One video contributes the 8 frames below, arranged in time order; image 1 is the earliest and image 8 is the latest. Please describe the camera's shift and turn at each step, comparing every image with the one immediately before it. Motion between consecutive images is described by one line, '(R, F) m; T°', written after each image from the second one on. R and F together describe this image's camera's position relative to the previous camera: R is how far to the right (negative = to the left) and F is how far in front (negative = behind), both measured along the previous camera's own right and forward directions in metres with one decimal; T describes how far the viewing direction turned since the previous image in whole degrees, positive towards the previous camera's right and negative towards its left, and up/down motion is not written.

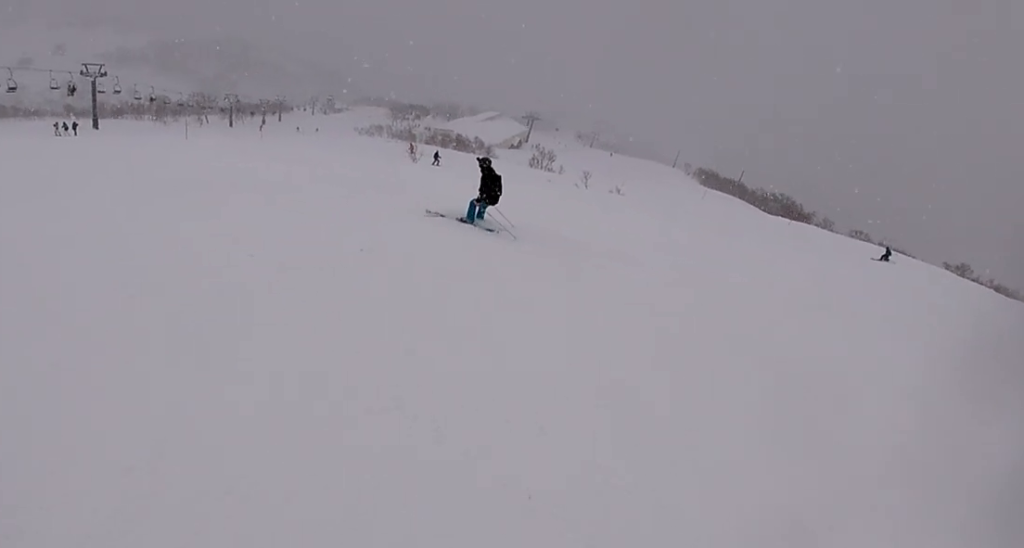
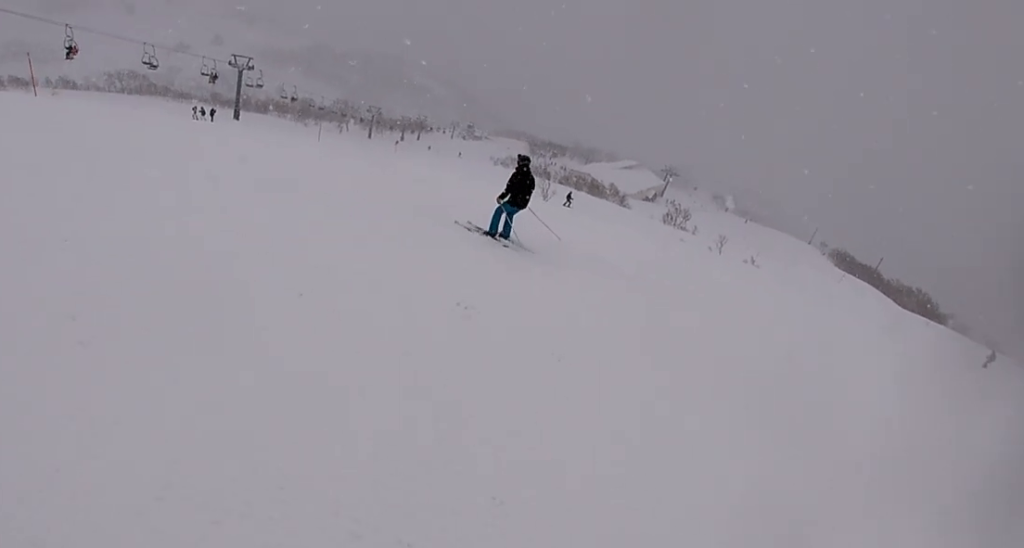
(-0.4, +2.1) m; -9°
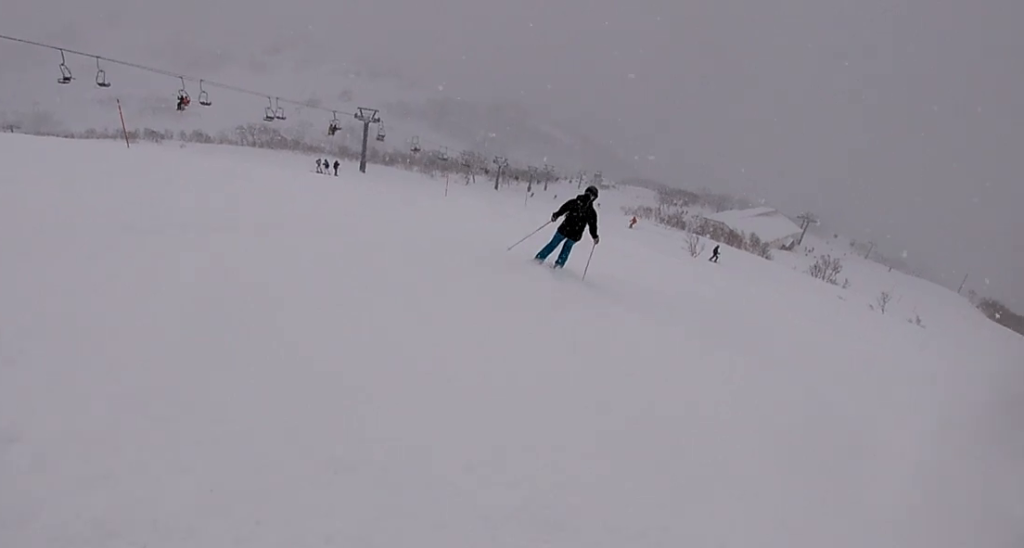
(0.0, +3.9) m; +7°
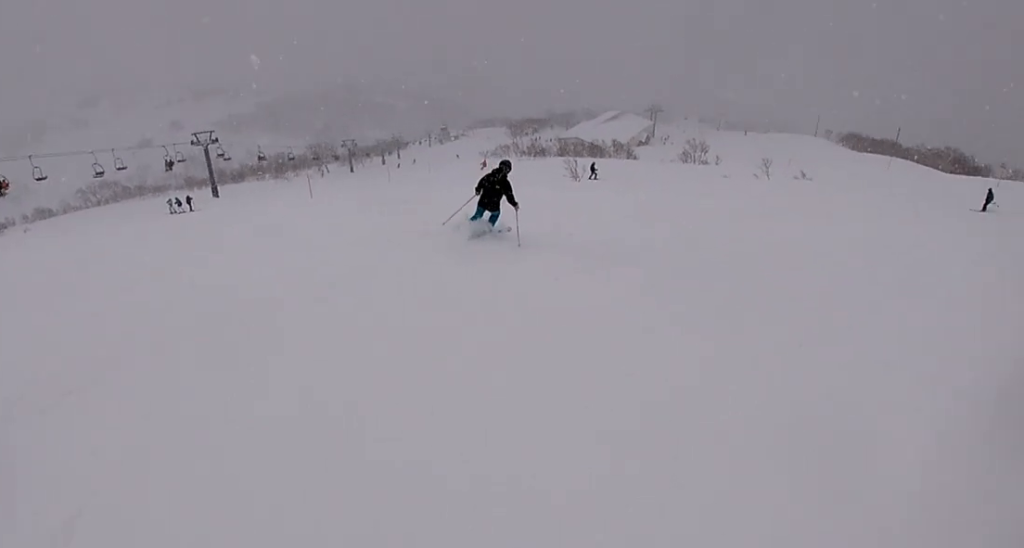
(+0.3, +2.8) m; +13°
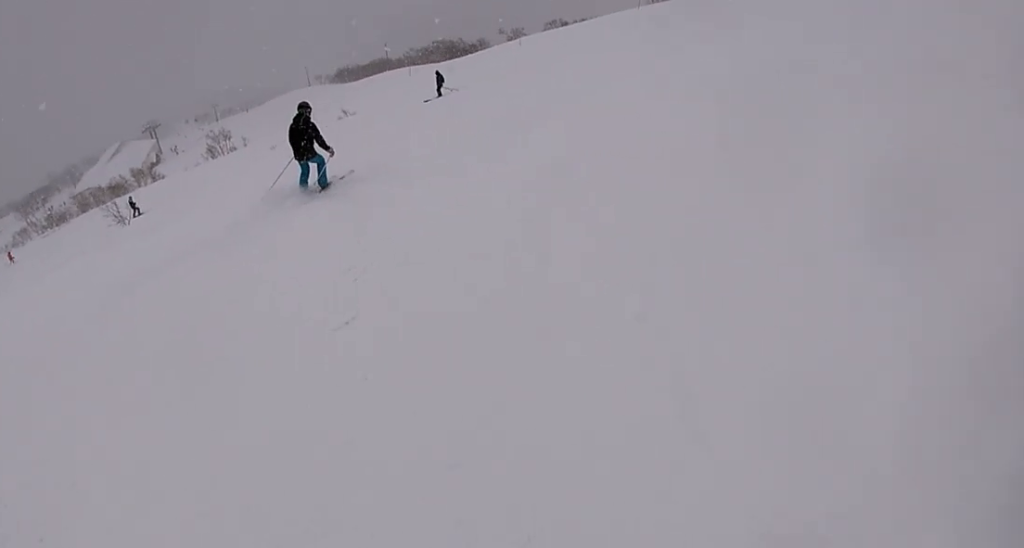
(+2.6, +7.5) m; +42°
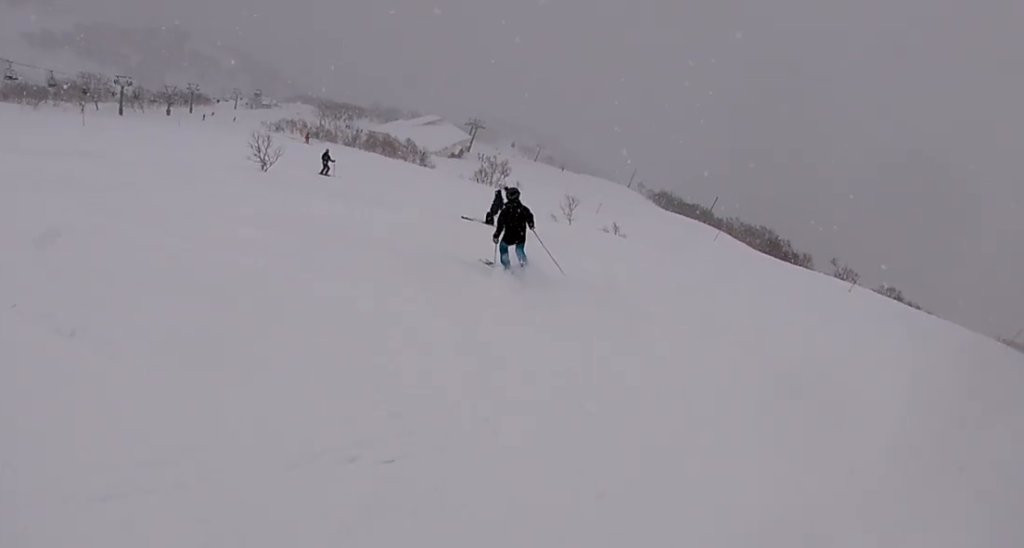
(+0.7, +10.7) m; -28°
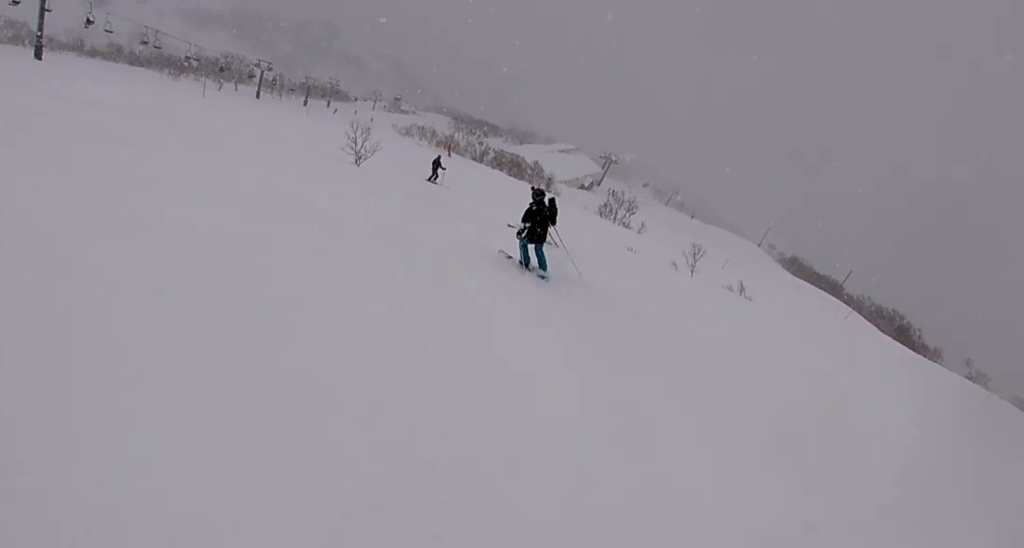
(-0.2, +2.6) m; -19°
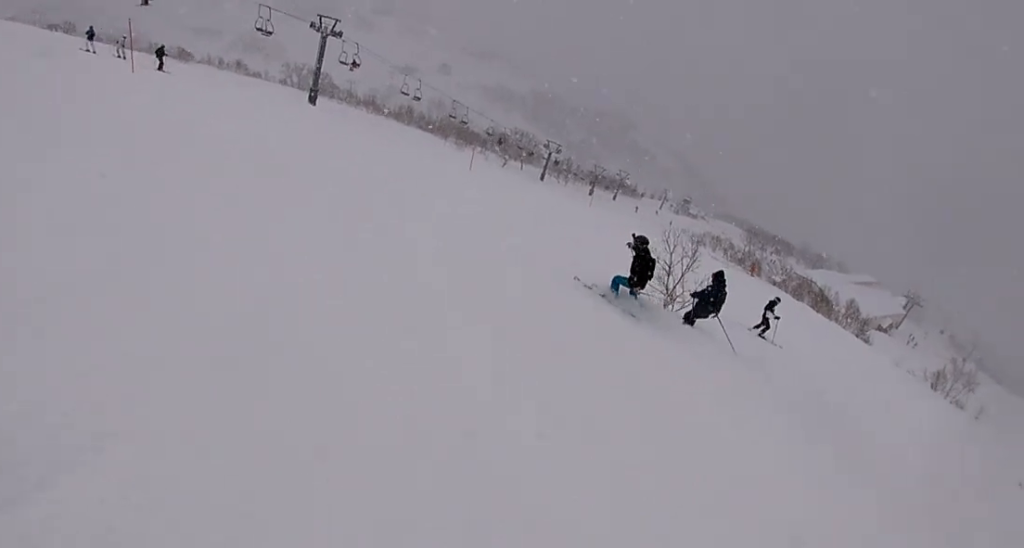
(-4.2, +8.2) m; -35°
